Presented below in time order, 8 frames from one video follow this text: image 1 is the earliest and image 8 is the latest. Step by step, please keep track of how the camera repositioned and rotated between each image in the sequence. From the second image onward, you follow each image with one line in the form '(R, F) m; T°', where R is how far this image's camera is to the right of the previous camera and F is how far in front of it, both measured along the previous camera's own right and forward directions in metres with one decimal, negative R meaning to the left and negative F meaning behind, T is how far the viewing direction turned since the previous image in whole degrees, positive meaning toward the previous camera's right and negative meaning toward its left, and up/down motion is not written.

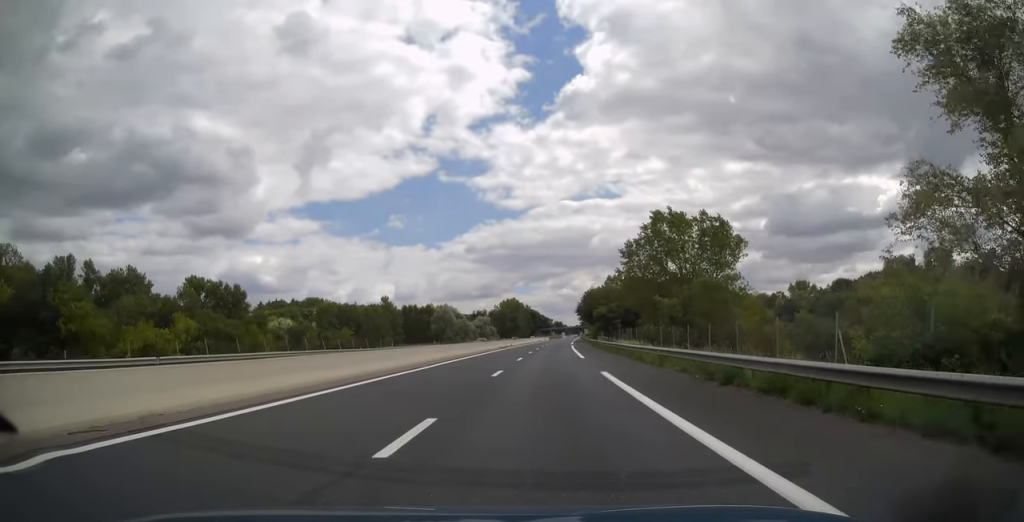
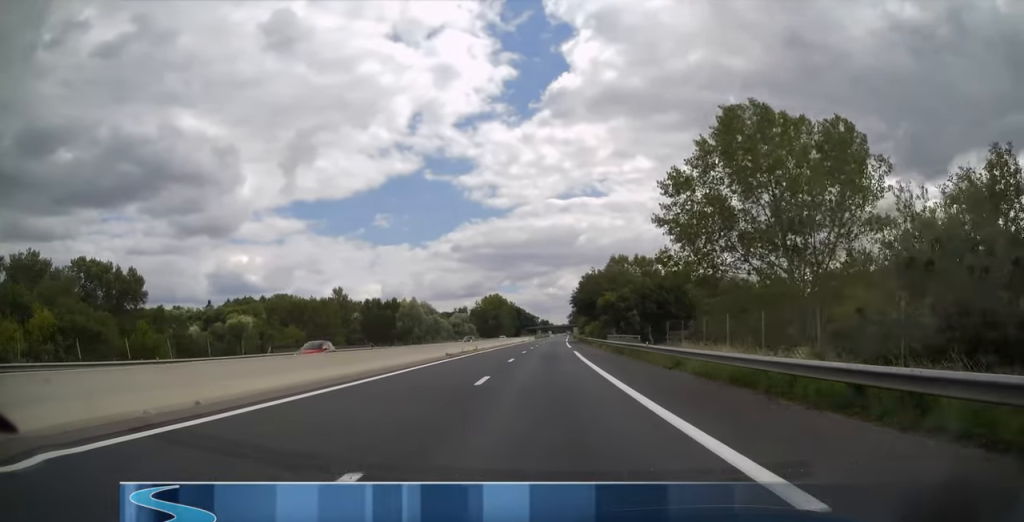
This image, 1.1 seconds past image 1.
(0.0, +31.4) m; 0°
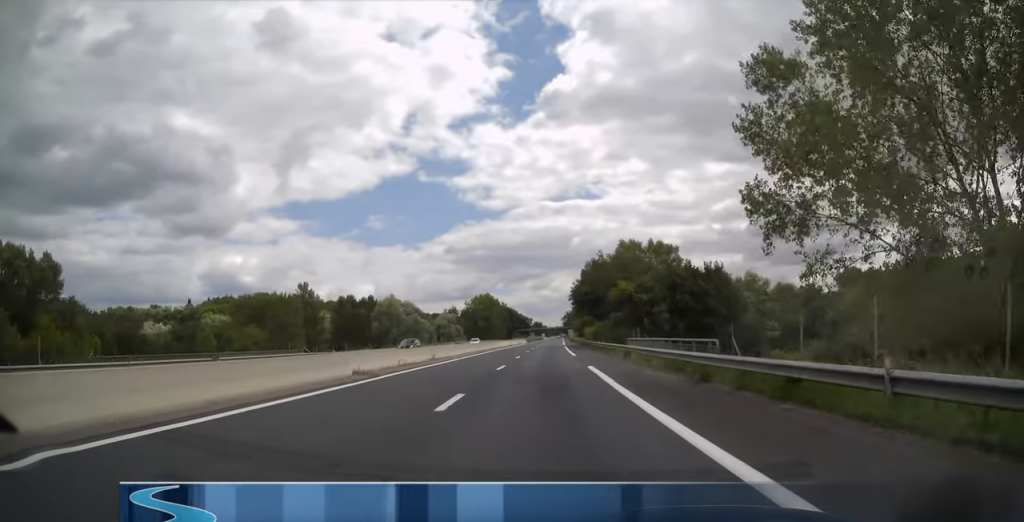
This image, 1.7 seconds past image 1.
(0.0, +19.1) m; 0°
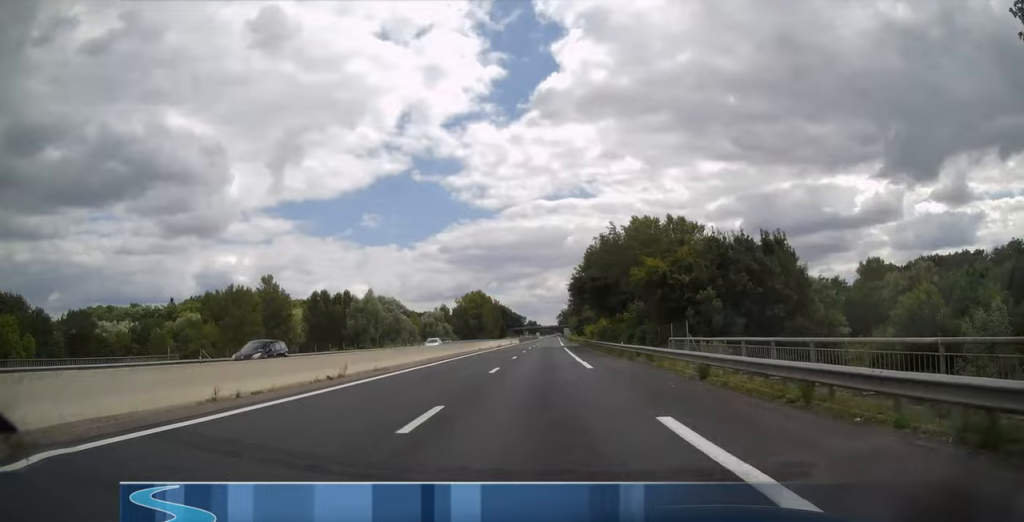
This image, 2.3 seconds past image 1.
(0.0, +16.2) m; 0°
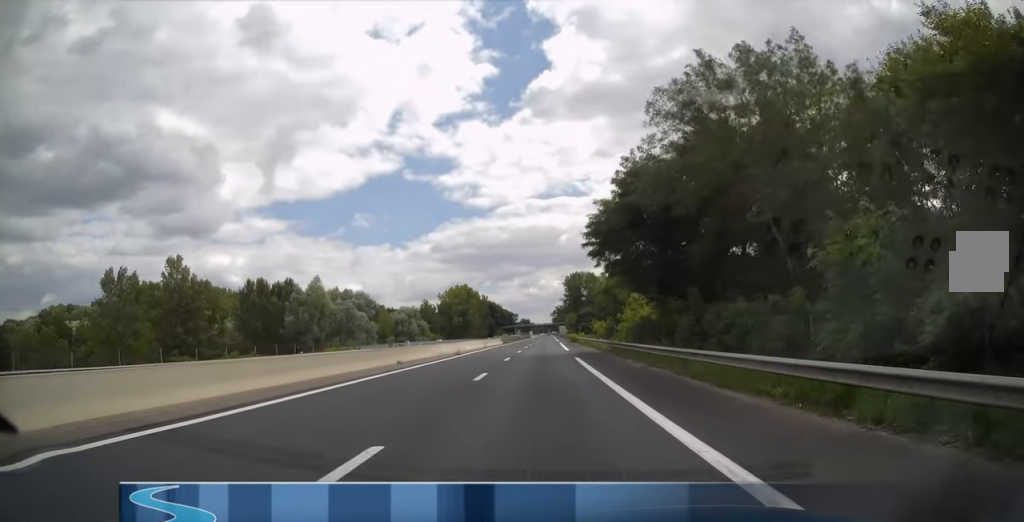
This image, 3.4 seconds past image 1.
(0.0, +31.9) m; 0°
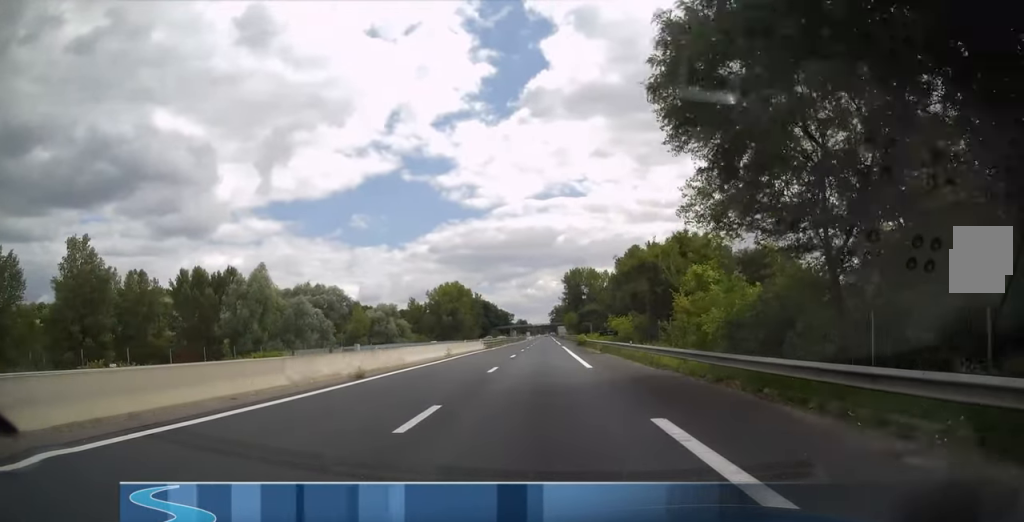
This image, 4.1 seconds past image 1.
(0.0, +23.0) m; 0°
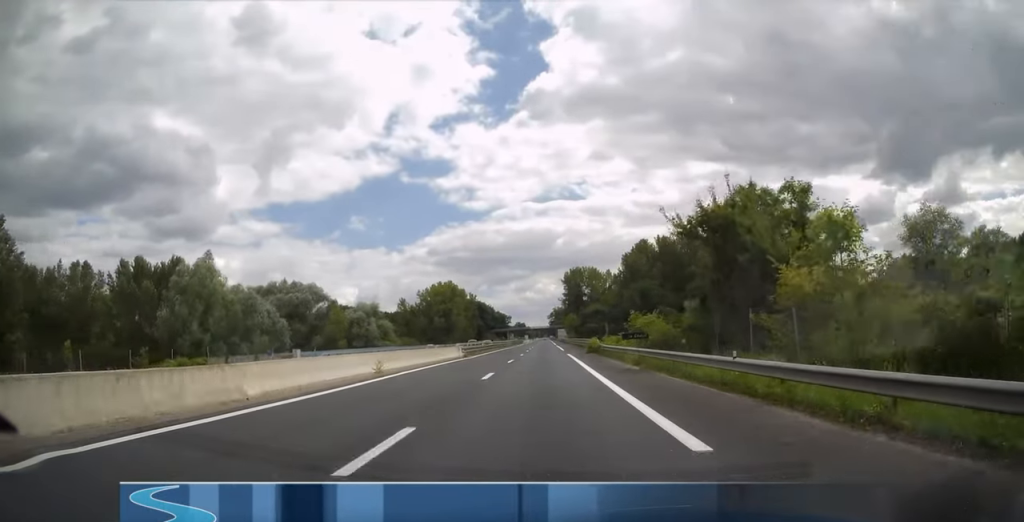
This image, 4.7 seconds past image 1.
(0.0, +16.2) m; 0°
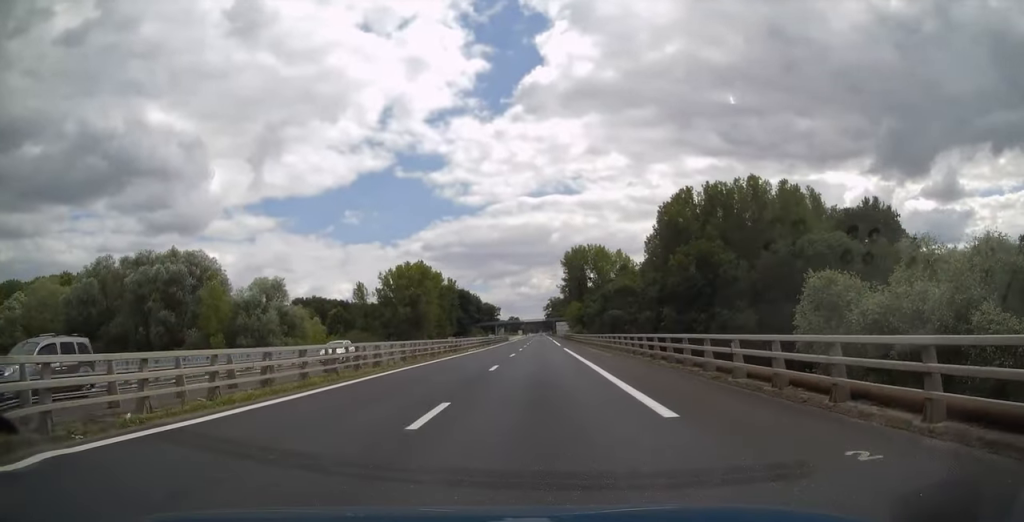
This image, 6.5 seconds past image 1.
(0.0, +51.9) m; 0°
